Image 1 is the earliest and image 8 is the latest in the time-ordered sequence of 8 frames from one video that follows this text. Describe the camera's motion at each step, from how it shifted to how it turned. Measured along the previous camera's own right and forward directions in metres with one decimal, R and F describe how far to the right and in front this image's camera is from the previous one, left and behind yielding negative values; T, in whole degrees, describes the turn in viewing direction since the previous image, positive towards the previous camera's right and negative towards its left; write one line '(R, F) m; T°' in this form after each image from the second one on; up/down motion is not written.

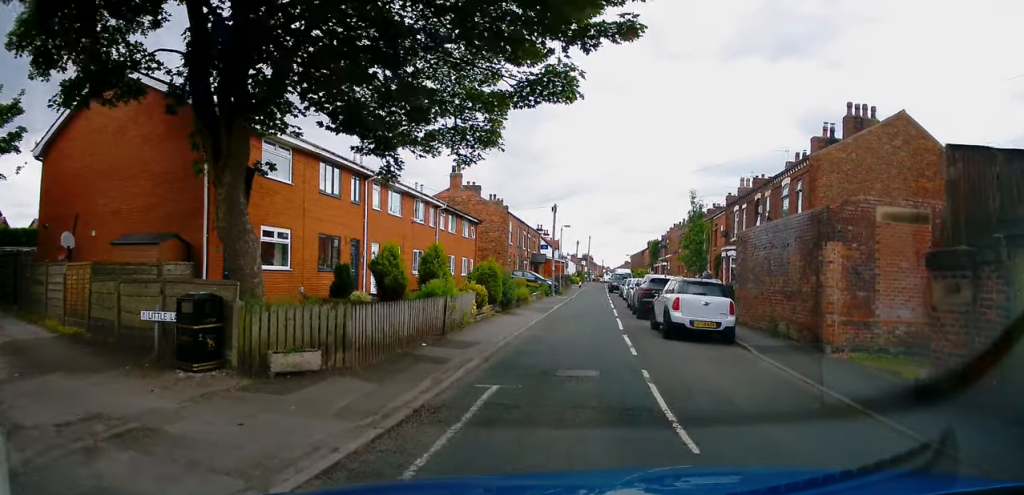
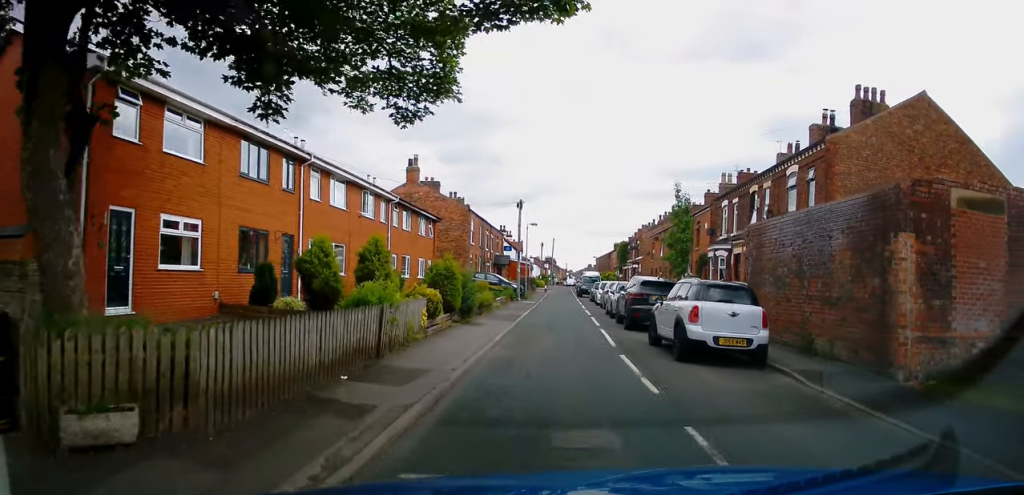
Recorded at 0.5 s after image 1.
(+0.1, +3.7) m; +3°
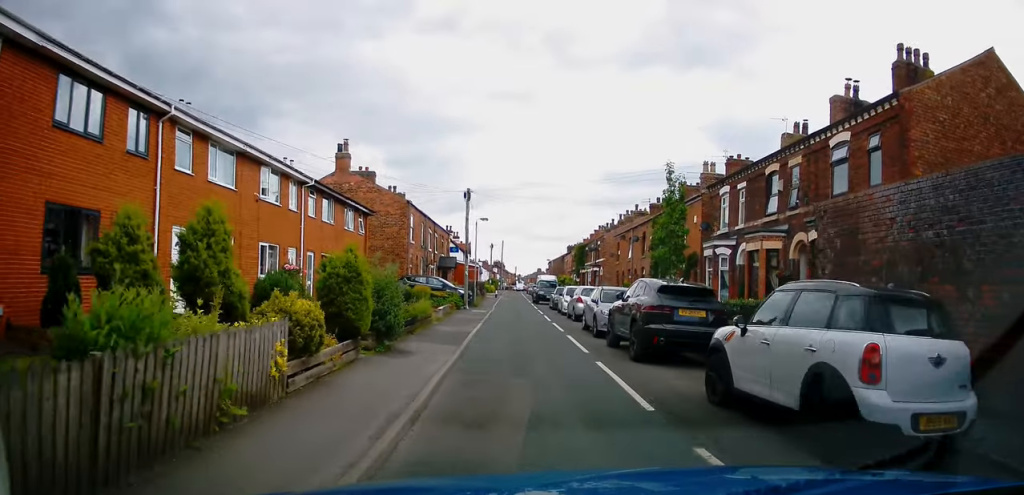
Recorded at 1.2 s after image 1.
(+0.2, +6.3) m; +4°
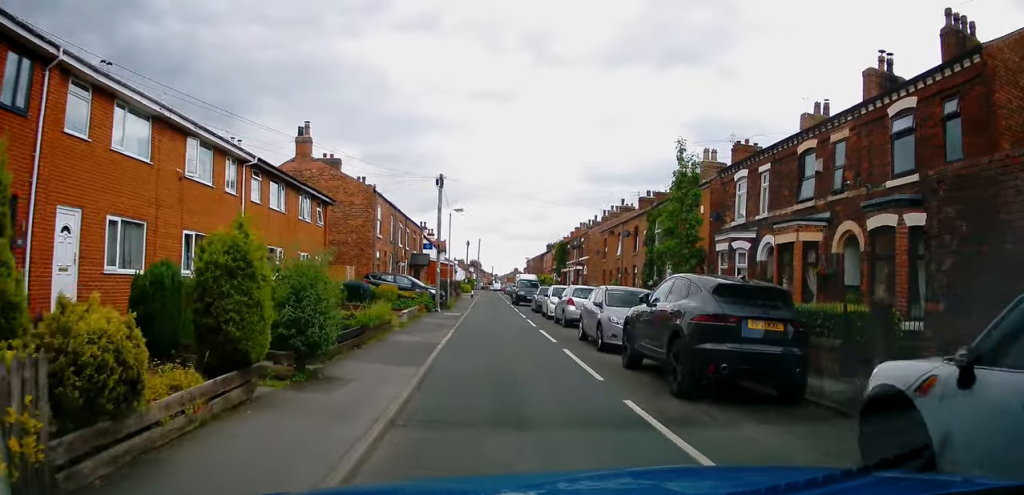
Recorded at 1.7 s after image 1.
(+0.1, +4.0) m; +2°
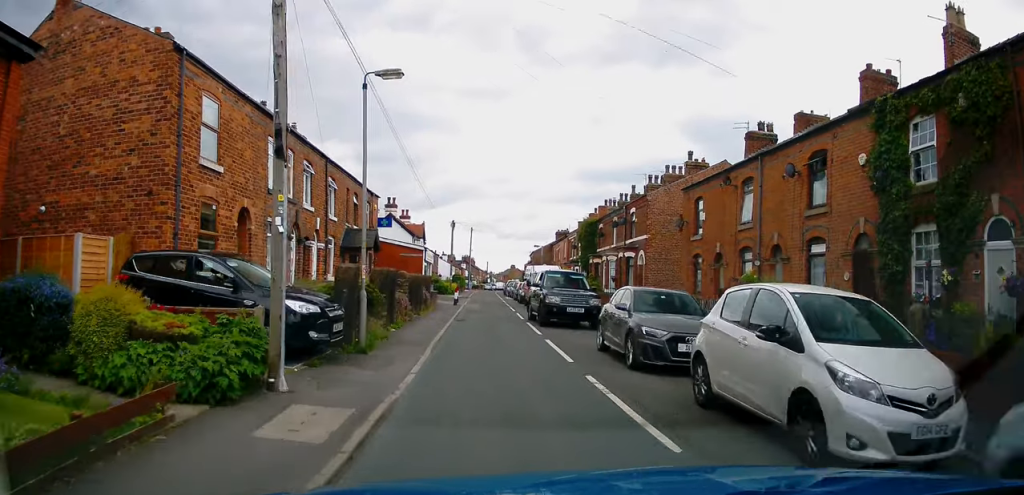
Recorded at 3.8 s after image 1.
(+0.7, +21.3) m; +1°
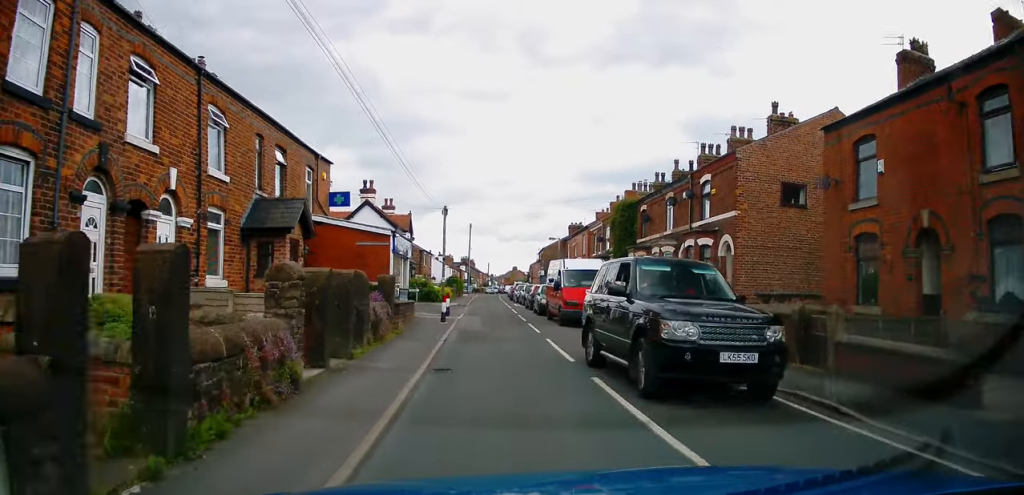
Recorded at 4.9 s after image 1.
(0.0, +11.6) m; +1°
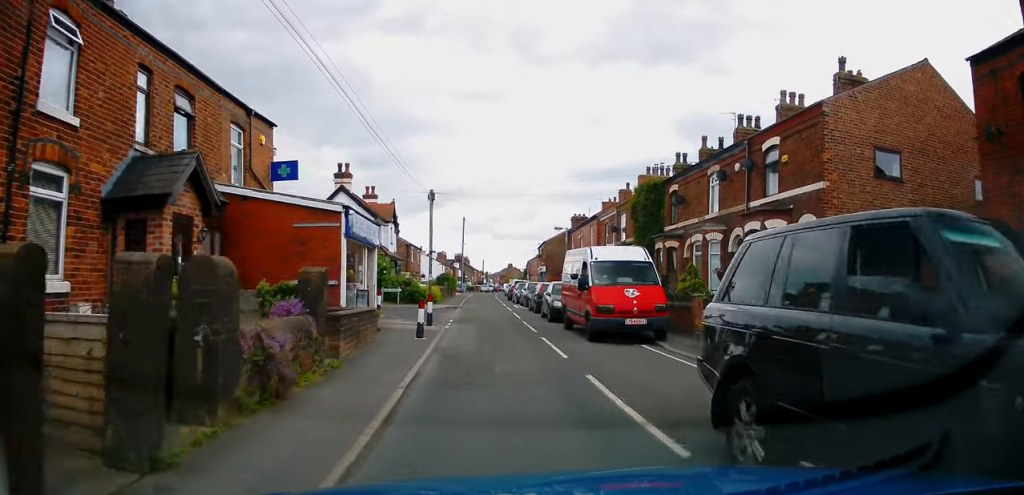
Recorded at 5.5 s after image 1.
(+0.1, +6.4) m; +1°
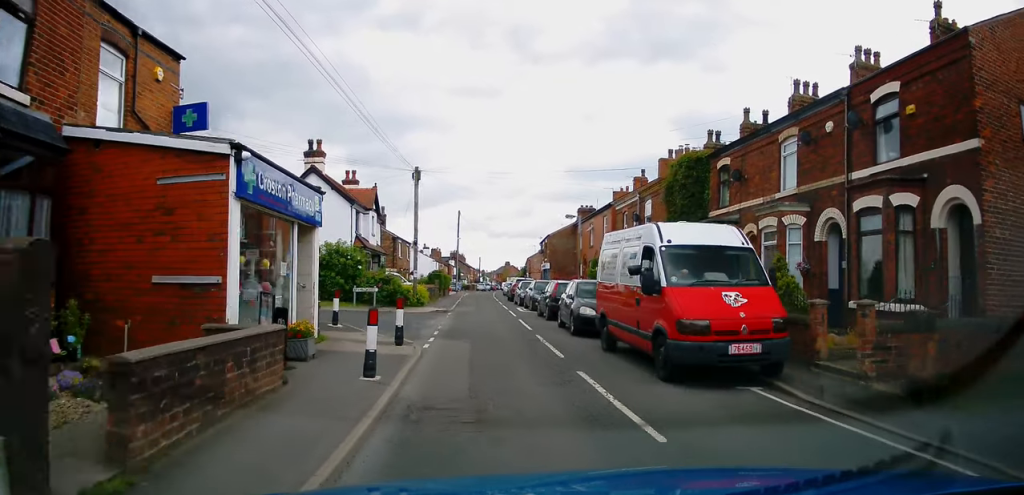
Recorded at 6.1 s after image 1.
(0.0, +6.3) m; 0°
